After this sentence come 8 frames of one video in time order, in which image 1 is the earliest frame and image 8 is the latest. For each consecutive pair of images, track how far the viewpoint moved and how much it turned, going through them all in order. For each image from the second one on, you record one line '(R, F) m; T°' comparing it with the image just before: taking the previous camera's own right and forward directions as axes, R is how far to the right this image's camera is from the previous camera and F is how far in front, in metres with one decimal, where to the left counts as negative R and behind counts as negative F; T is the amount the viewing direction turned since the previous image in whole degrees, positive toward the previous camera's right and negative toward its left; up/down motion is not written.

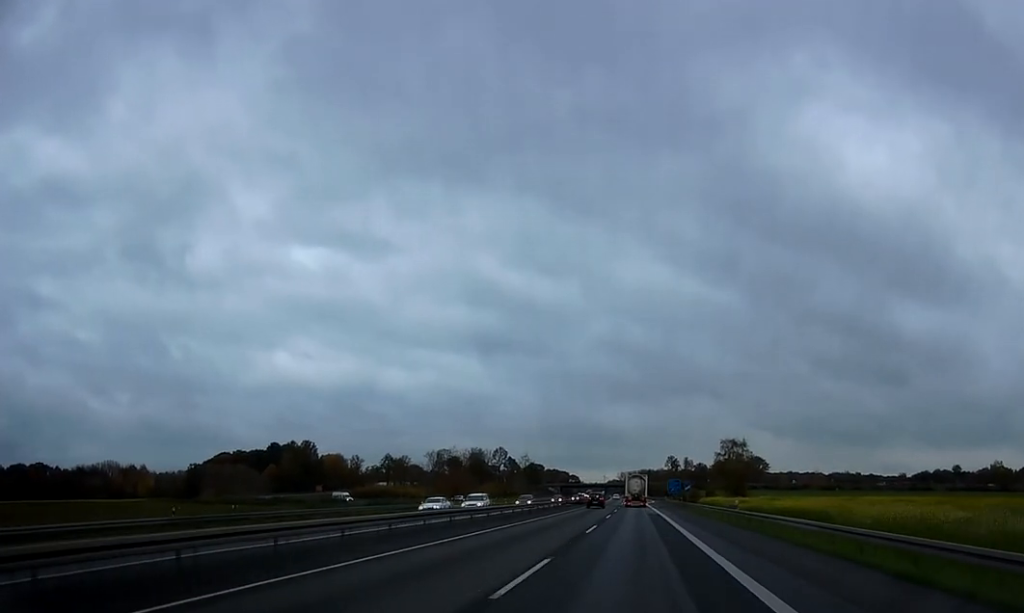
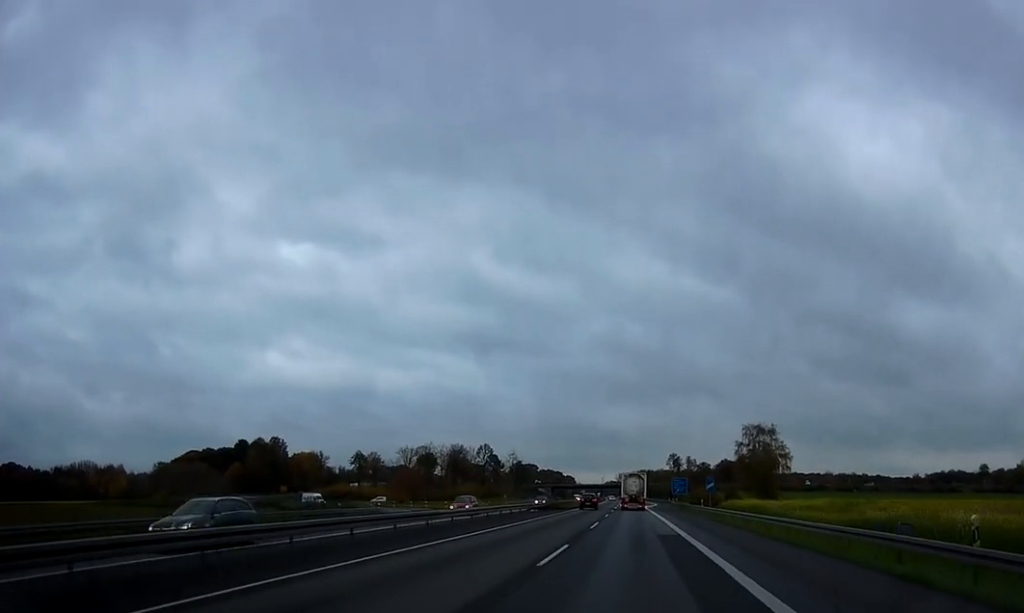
(-0.2, +32.0) m; 0°
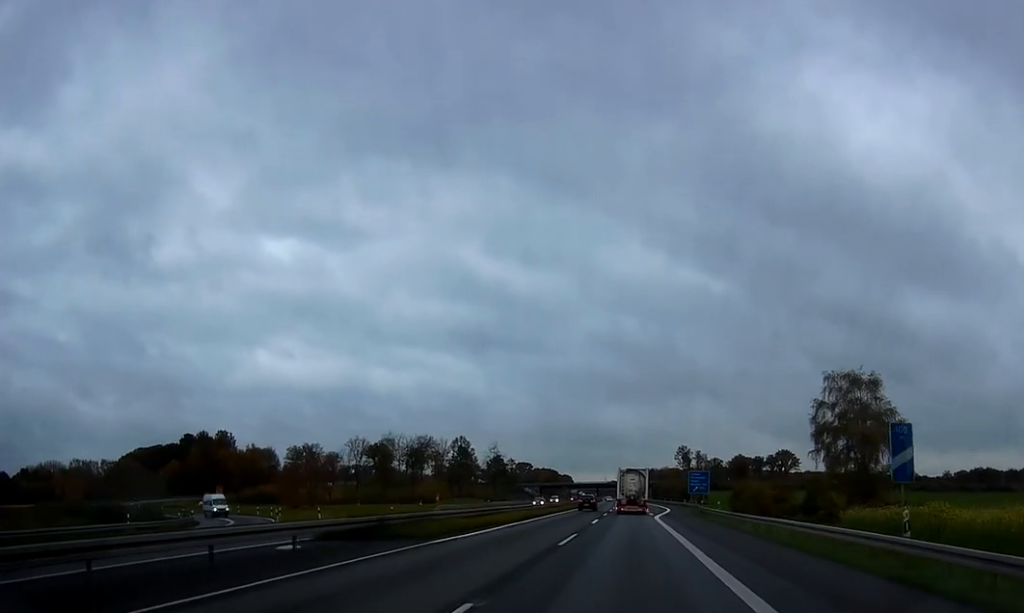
(+0.7, +49.4) m; 0°
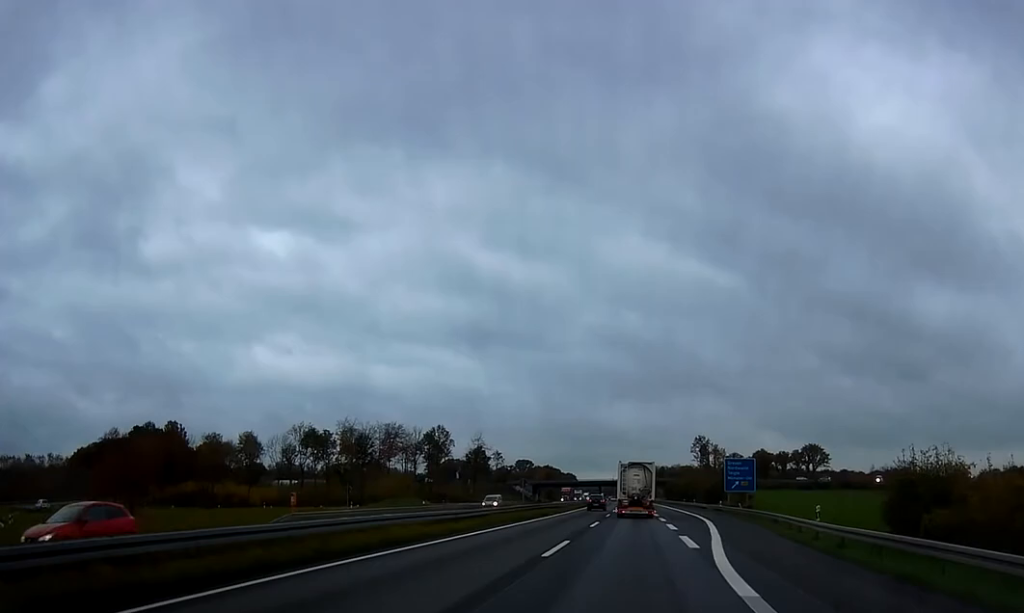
(-0.9, +42.6) m; 0°
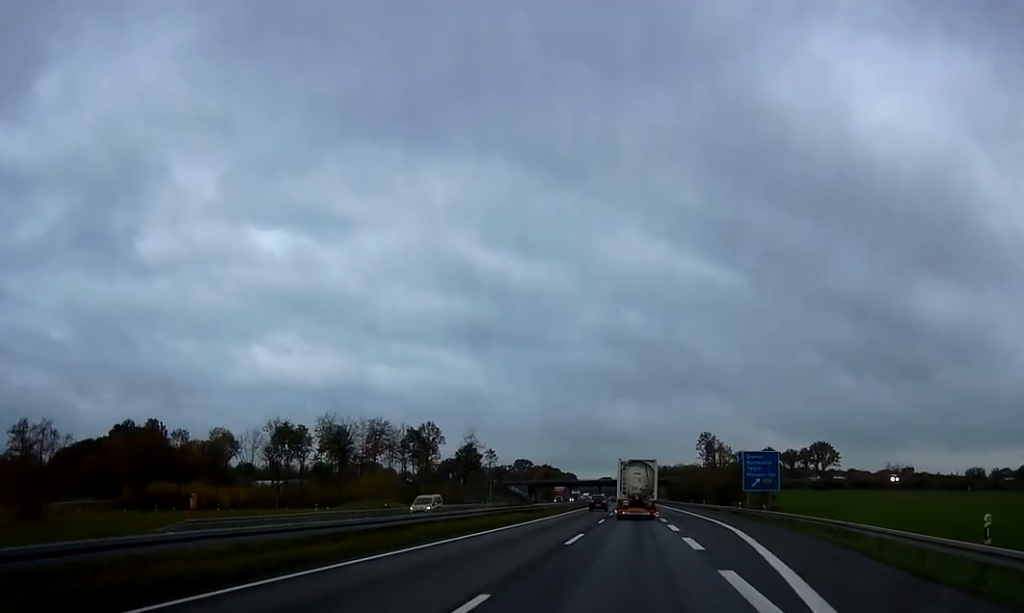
(+0.2, +13.7) m; 0°
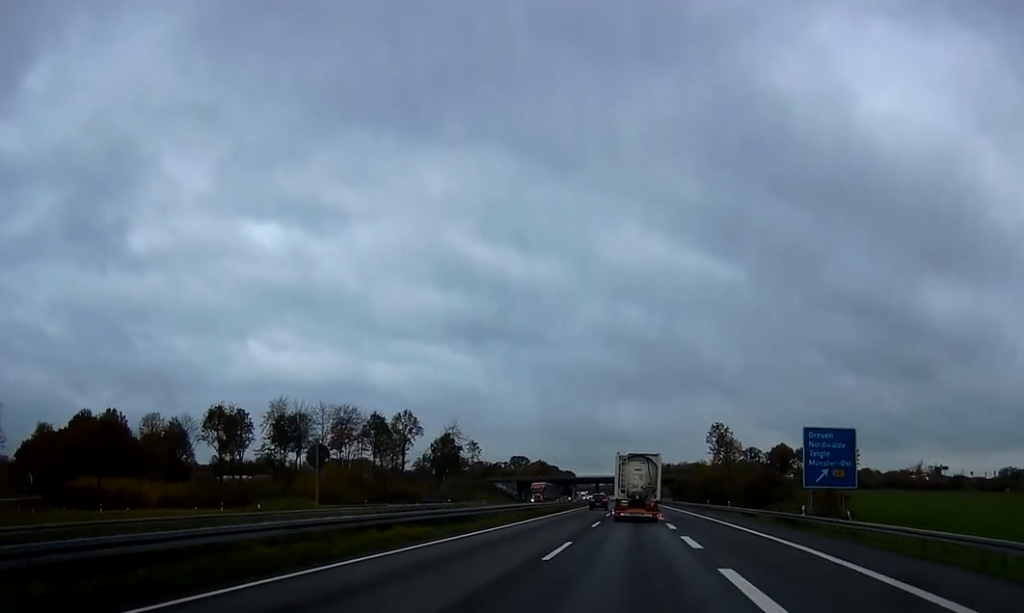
(+0.1, +25.2) m; 0°
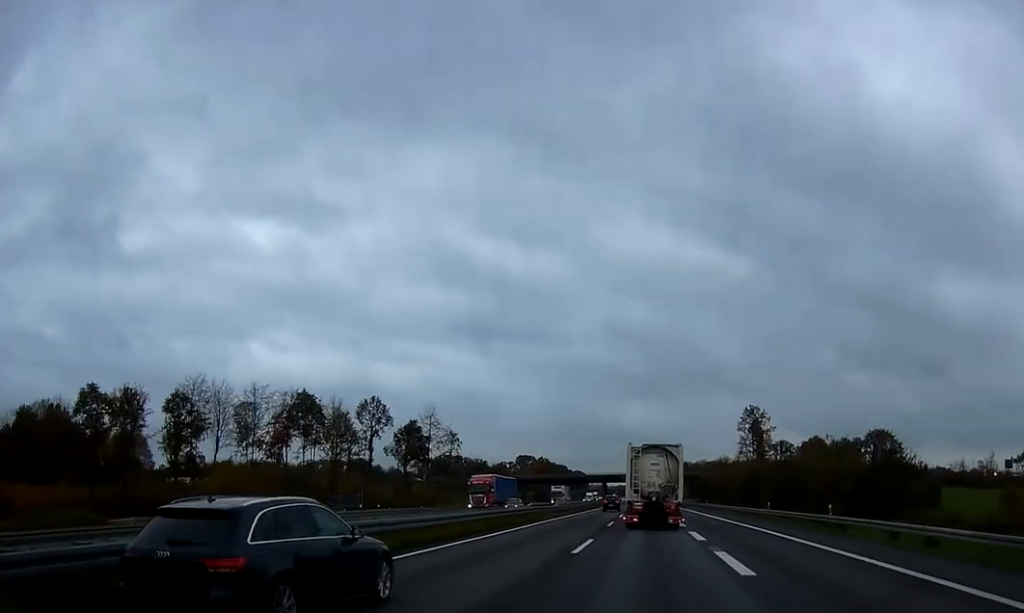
(-0.2, +34.4) m; 0°
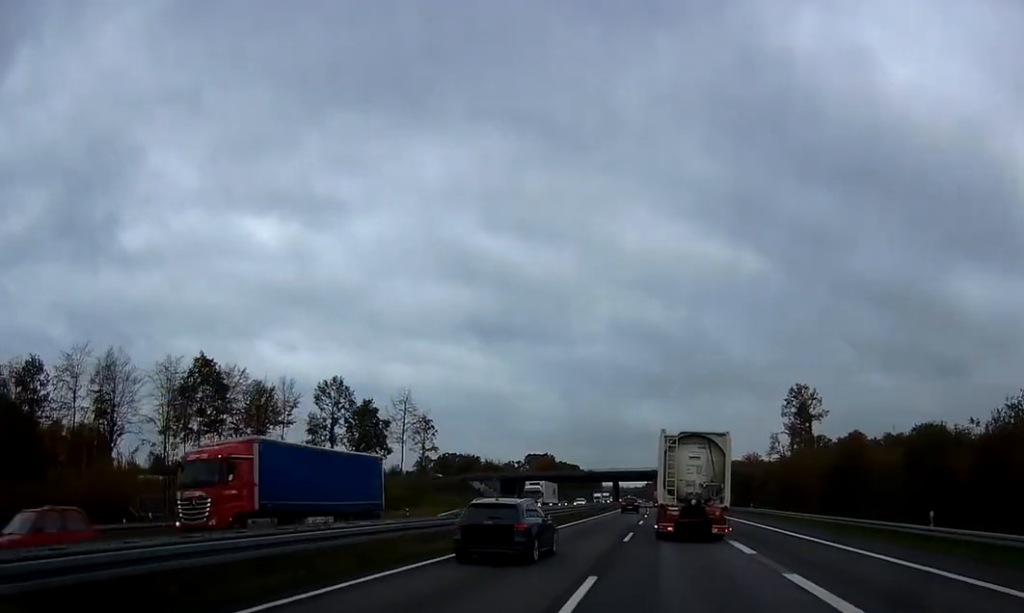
(+0.1, +29.0) m; 0°
